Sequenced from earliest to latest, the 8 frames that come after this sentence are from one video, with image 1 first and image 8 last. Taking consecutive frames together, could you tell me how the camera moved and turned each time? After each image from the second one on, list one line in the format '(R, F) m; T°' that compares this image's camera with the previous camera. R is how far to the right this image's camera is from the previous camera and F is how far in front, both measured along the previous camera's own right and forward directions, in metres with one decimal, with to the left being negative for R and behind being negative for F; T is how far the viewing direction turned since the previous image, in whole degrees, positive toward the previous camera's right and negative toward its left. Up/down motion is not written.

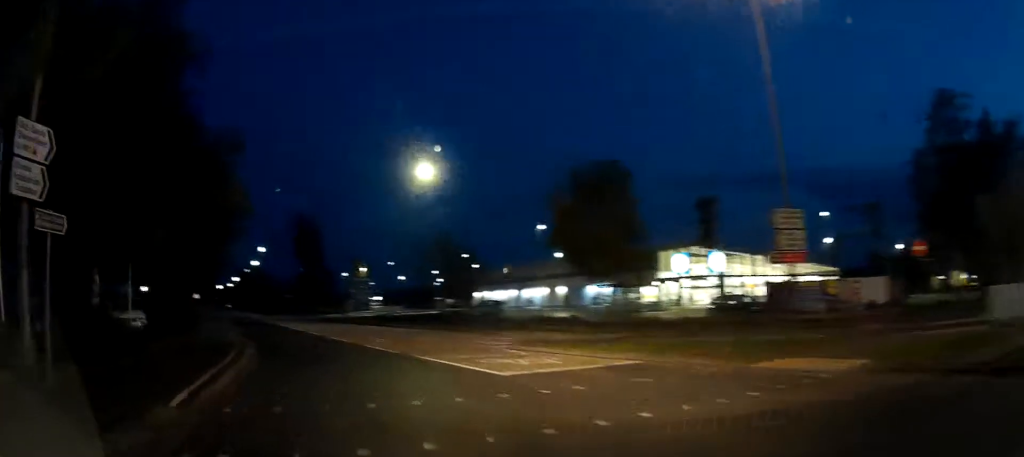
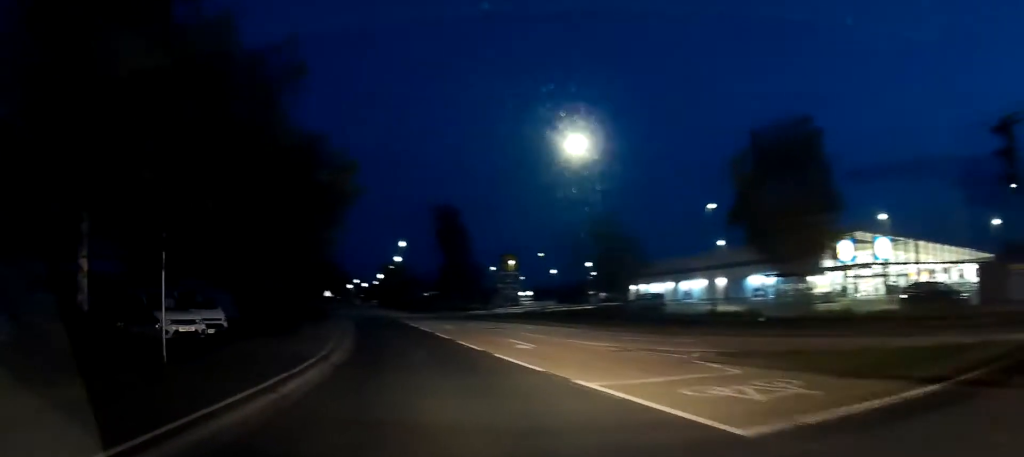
(-0.6, +4.4) m; -16°
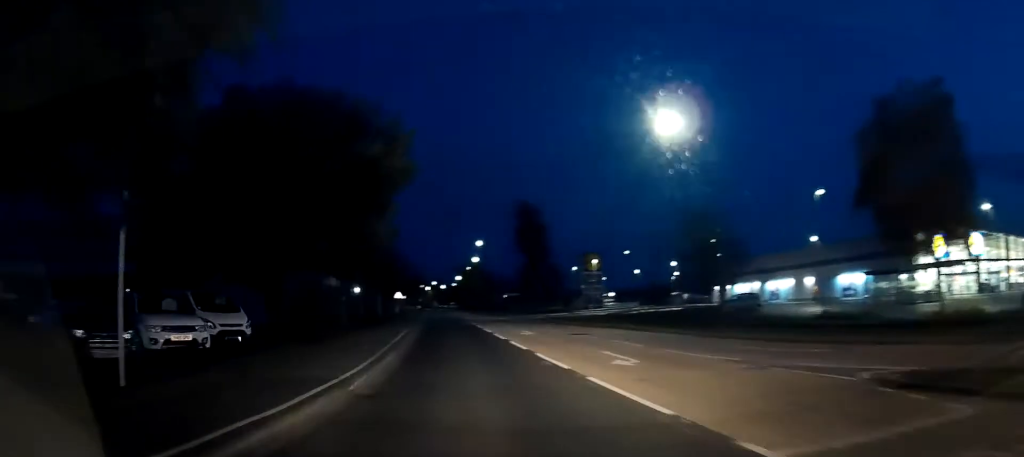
(-0.2, +3.4) m; -13°
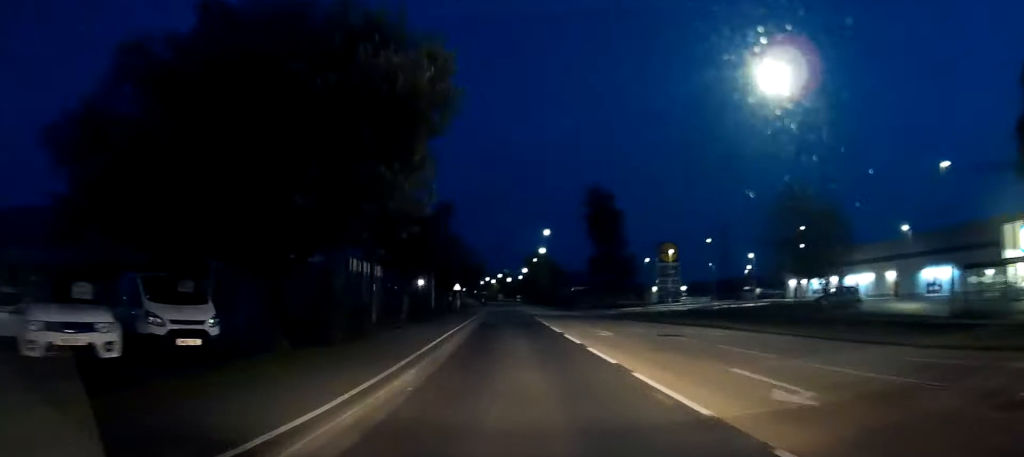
(-0.8, +4.9) m; -11°
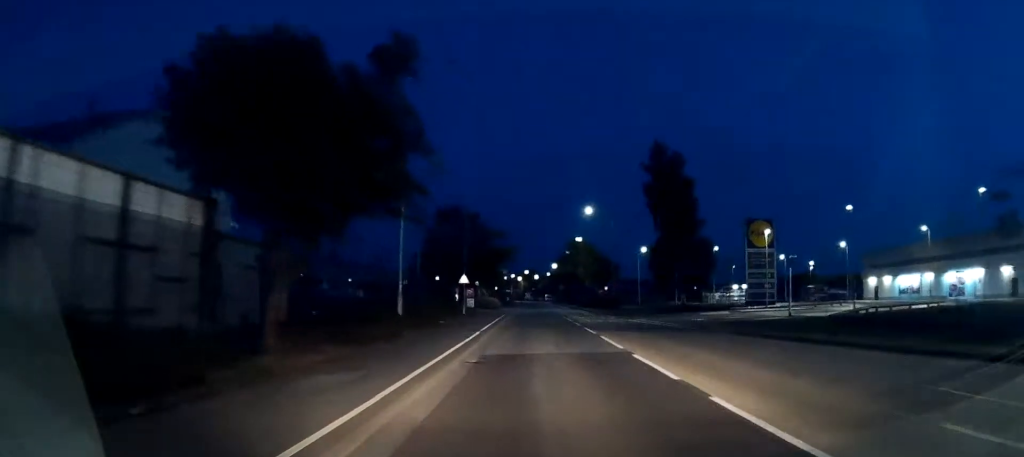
(-4.0, +19.4) m; -14°
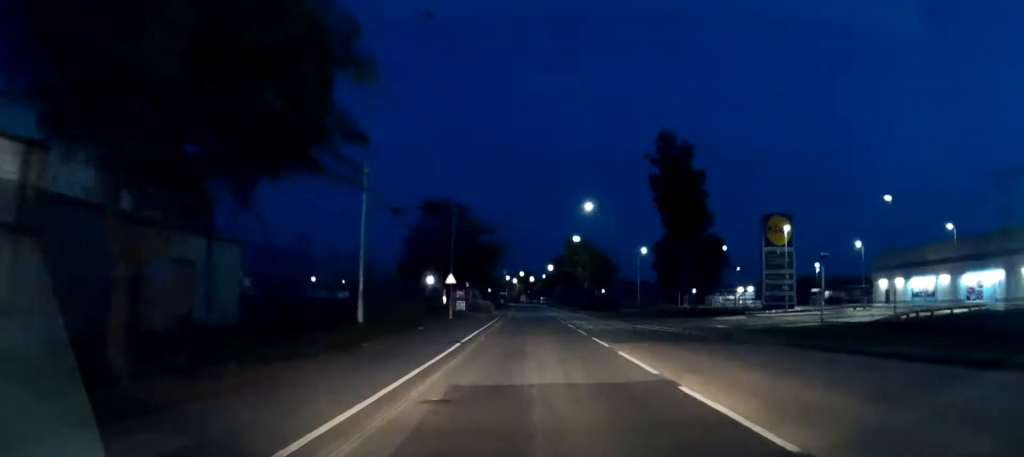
(+0.1, +5.0) m; 0°
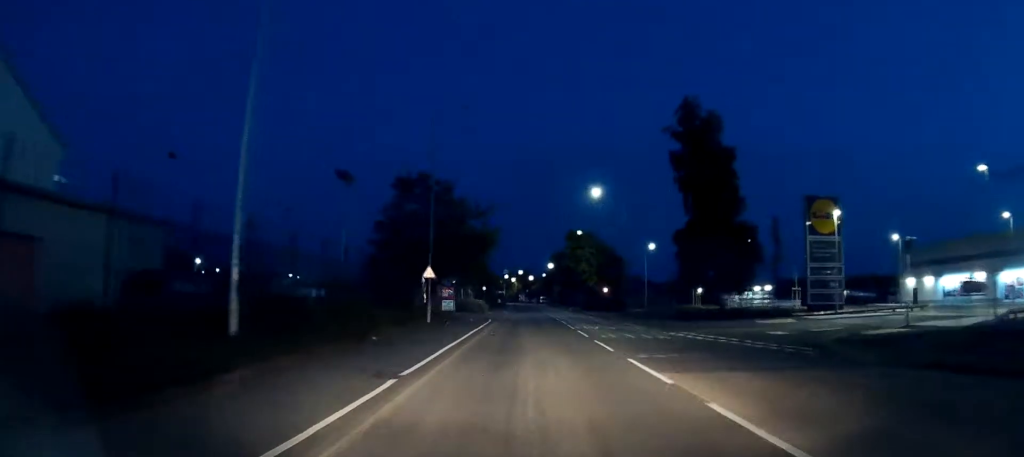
(+0.1, +8.3) m; 0°
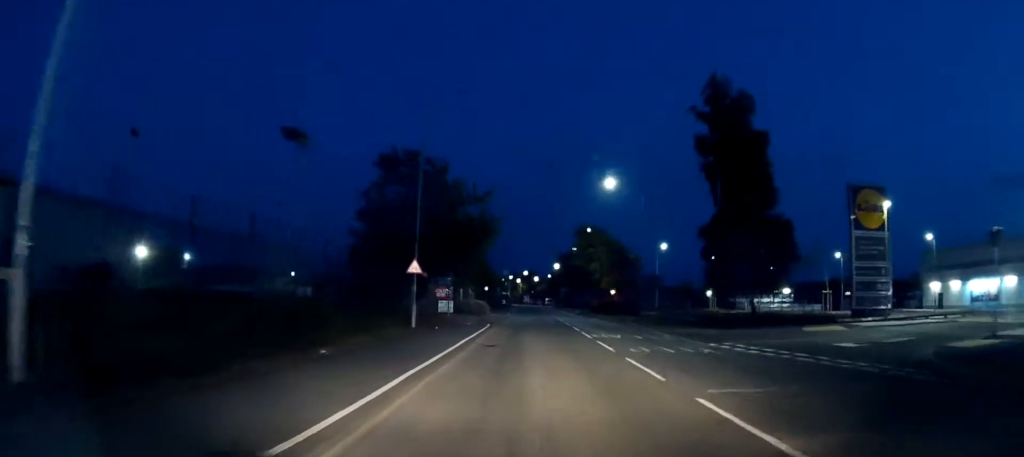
(-0.1, +5.5) m; 0°
